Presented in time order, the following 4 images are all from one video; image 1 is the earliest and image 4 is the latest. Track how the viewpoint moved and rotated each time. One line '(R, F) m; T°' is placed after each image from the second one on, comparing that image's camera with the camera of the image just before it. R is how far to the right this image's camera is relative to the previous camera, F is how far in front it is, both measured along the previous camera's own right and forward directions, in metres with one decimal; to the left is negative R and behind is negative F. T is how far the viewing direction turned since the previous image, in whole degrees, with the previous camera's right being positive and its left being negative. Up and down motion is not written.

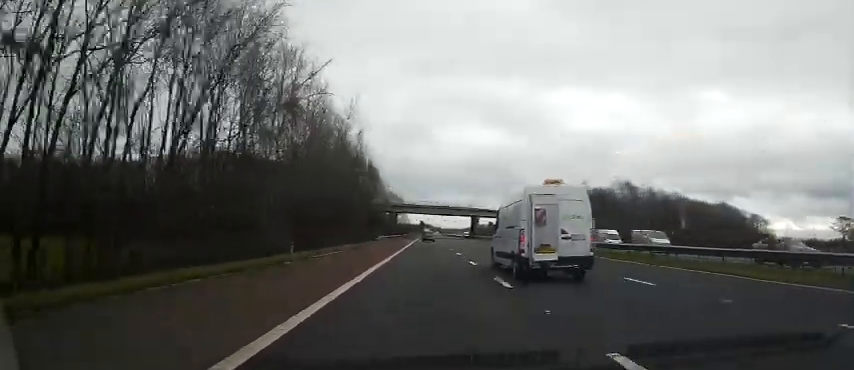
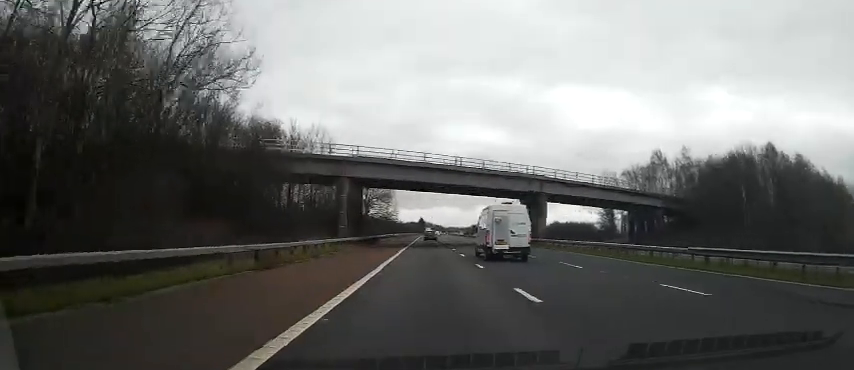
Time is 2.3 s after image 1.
(-0.7, +65.5) m; -1°
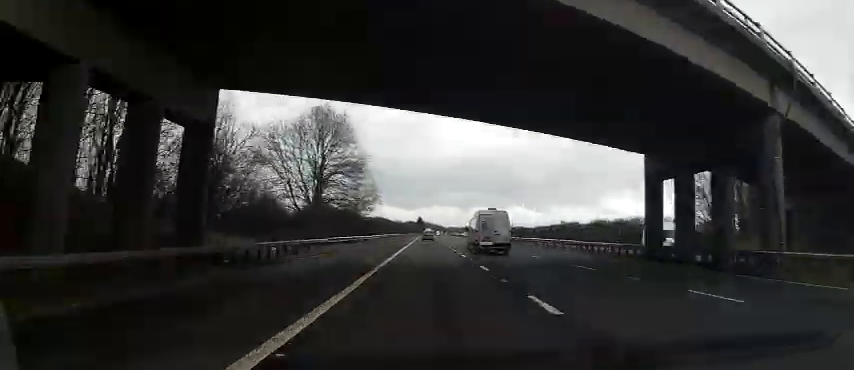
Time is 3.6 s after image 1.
(0.0, +36.2) m; +1°
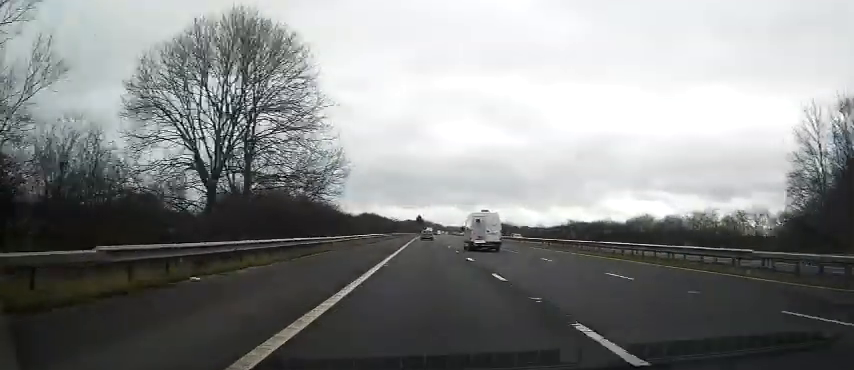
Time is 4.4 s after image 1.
(+0.4, +22.1) m; 0°
